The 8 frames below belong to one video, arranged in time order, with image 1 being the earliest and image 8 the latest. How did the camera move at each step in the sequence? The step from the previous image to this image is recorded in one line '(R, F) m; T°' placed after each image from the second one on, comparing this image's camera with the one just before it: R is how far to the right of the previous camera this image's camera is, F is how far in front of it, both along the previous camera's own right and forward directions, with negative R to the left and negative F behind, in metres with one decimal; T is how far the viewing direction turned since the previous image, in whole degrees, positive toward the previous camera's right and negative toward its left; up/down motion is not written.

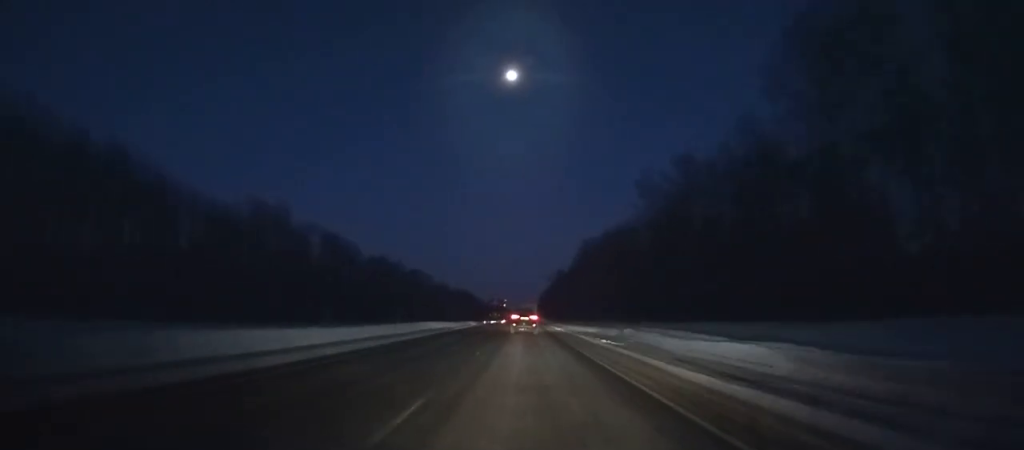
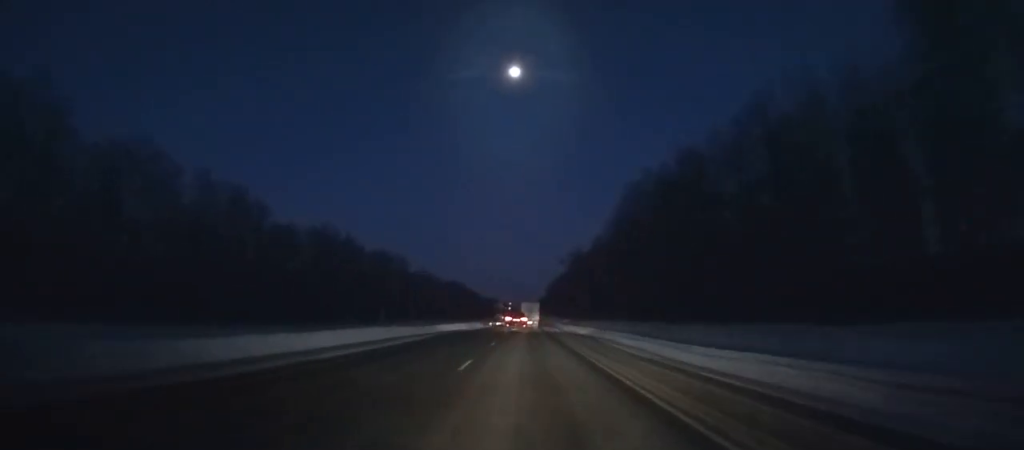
(-0.6, +76.7) m; -1°
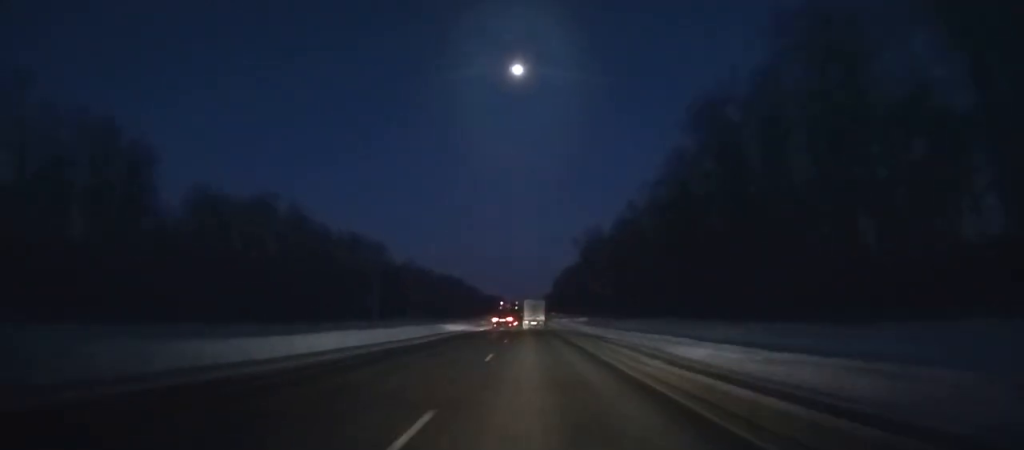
(-0.1, +43.6) m; 0°
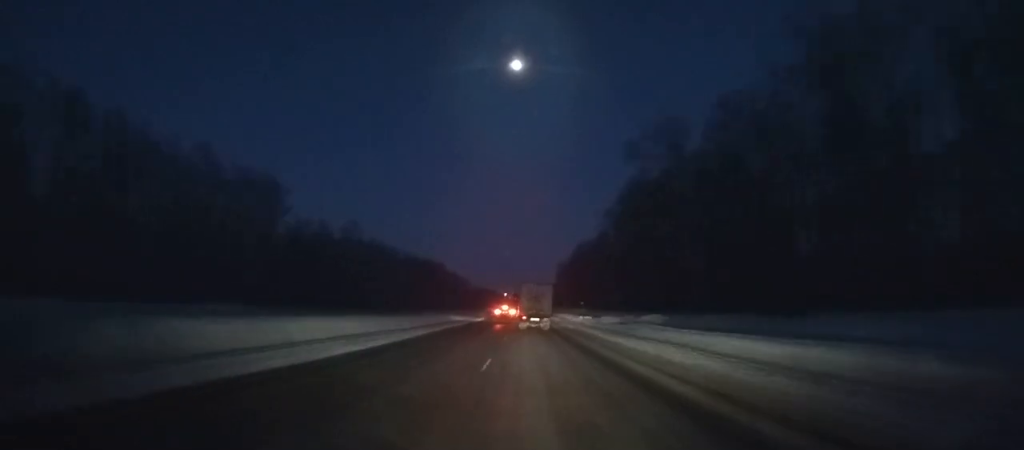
(-0.1, +85.4) m; 0°
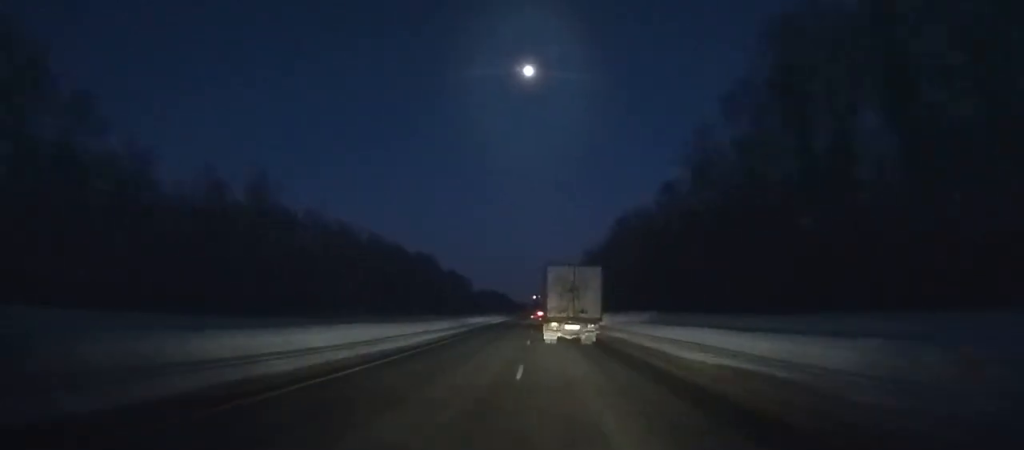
(-0.2, +69.7) m; 0°
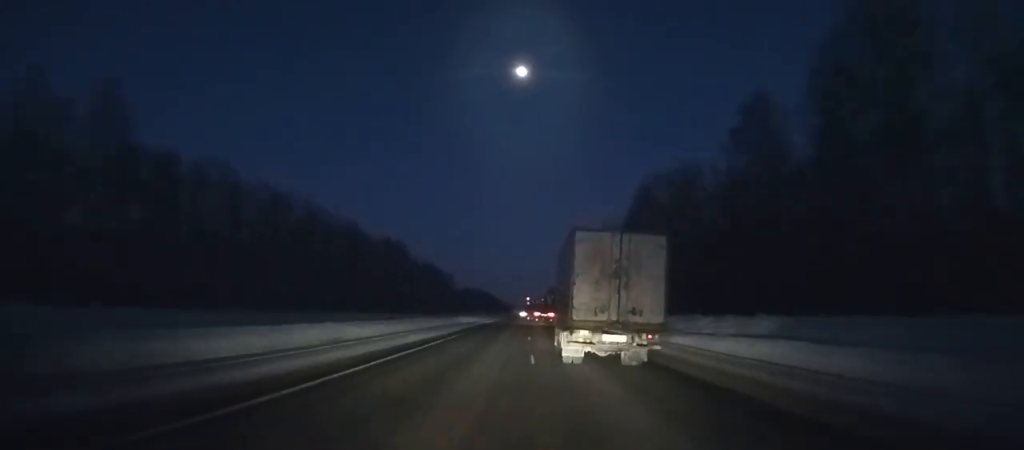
(-0.2, +40.8) m; 0°
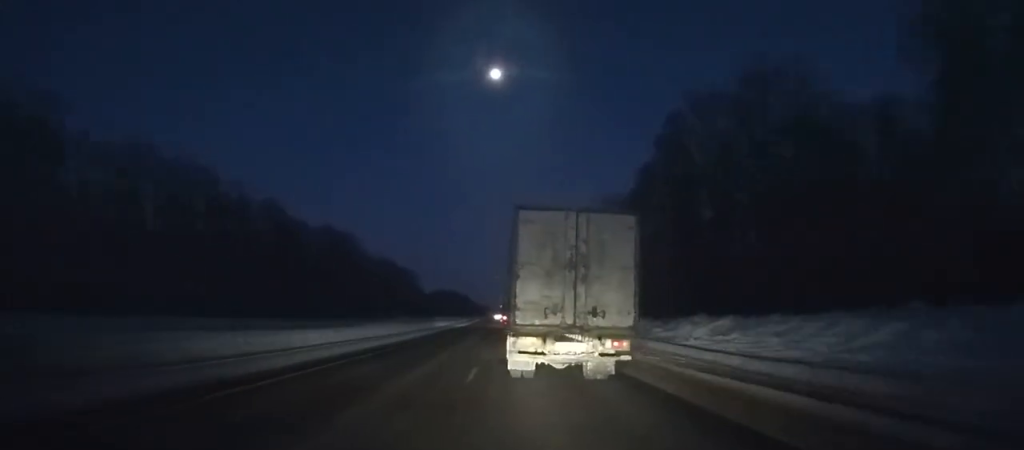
(+0.3, +40.9) m; 0°
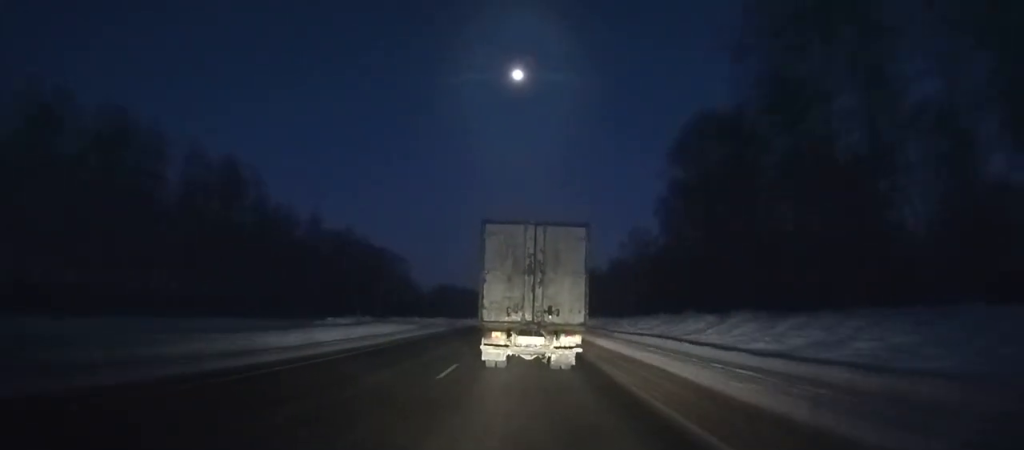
(+0.5, +99.3) m; 0°
